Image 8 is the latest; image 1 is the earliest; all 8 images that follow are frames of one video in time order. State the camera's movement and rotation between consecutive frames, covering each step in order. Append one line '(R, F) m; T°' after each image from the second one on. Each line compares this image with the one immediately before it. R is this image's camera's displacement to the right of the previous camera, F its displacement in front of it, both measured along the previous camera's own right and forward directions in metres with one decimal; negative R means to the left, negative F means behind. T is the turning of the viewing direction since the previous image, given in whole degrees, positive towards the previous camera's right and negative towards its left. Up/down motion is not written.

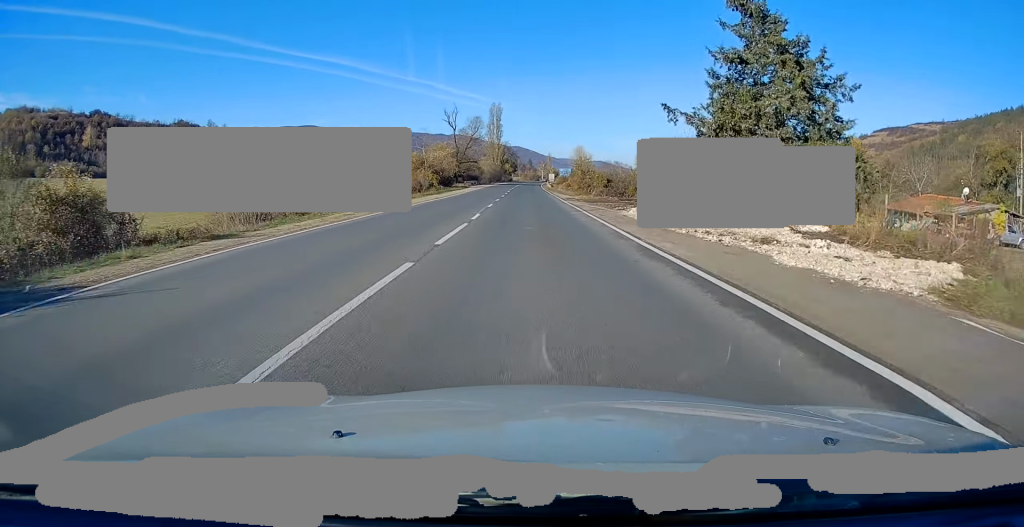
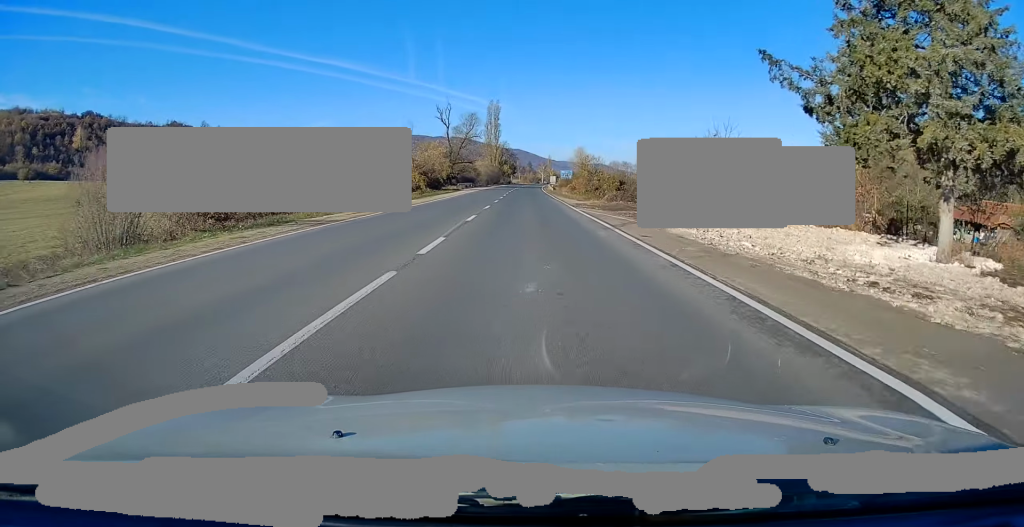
(+0.2, +9.8) m; 0°
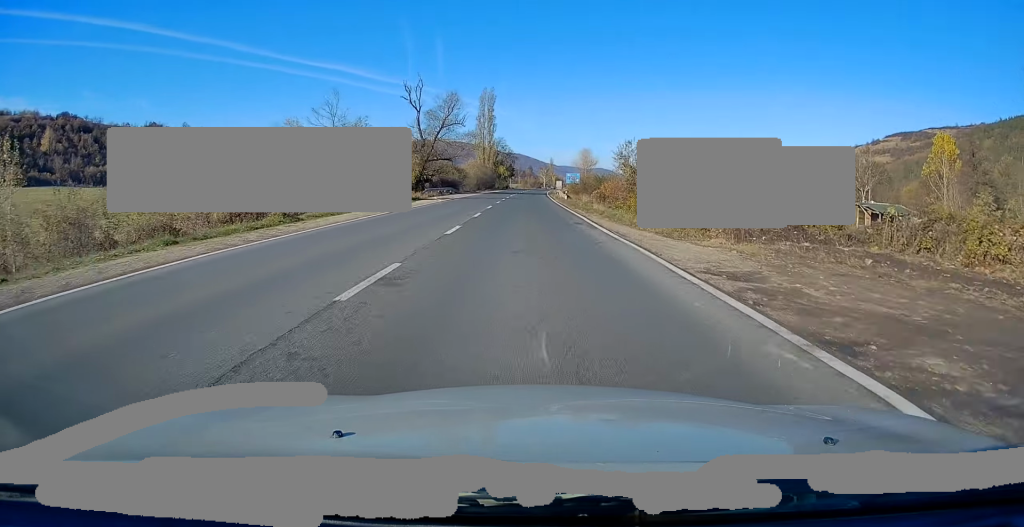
(-0.1, +30.9) m; 0°
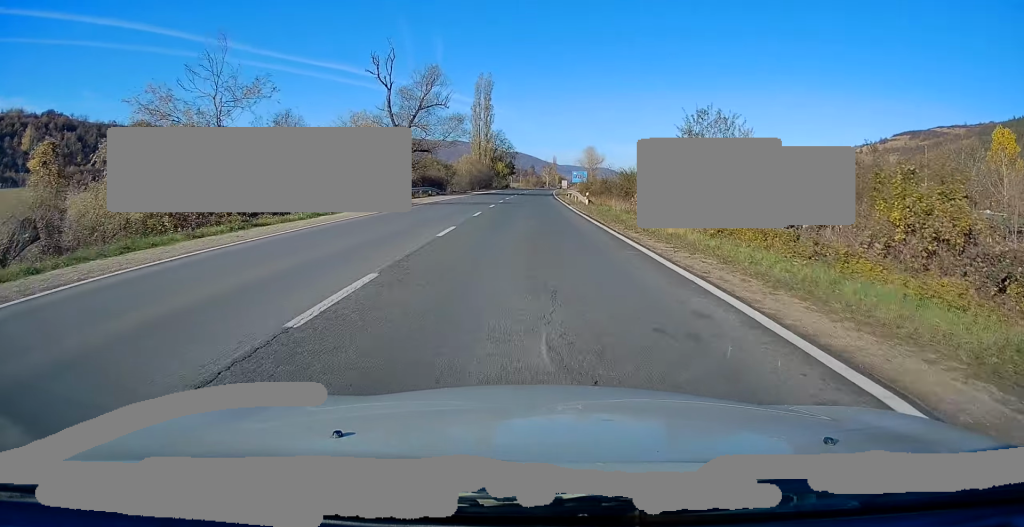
(+0.2, +18.8) m; +1°
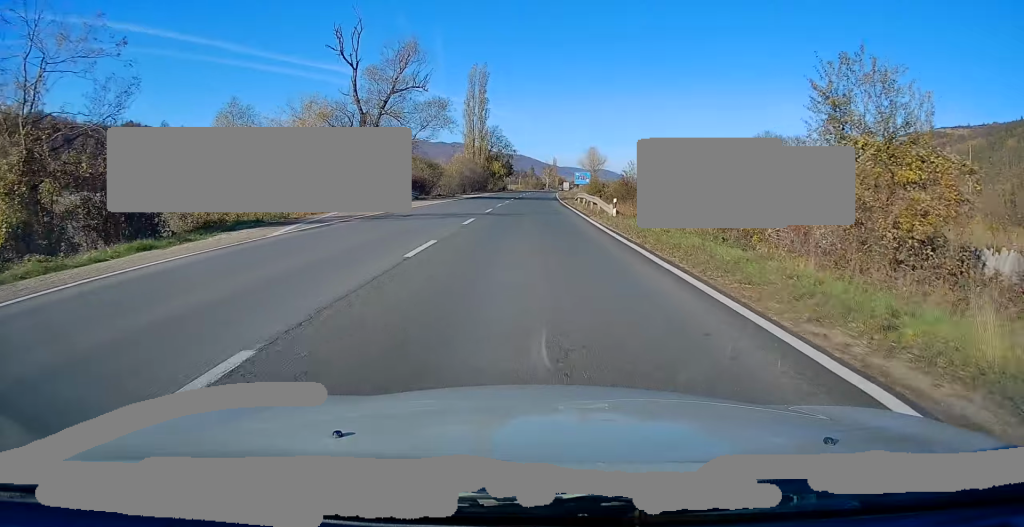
(+0.1, +12.7) m; 0°
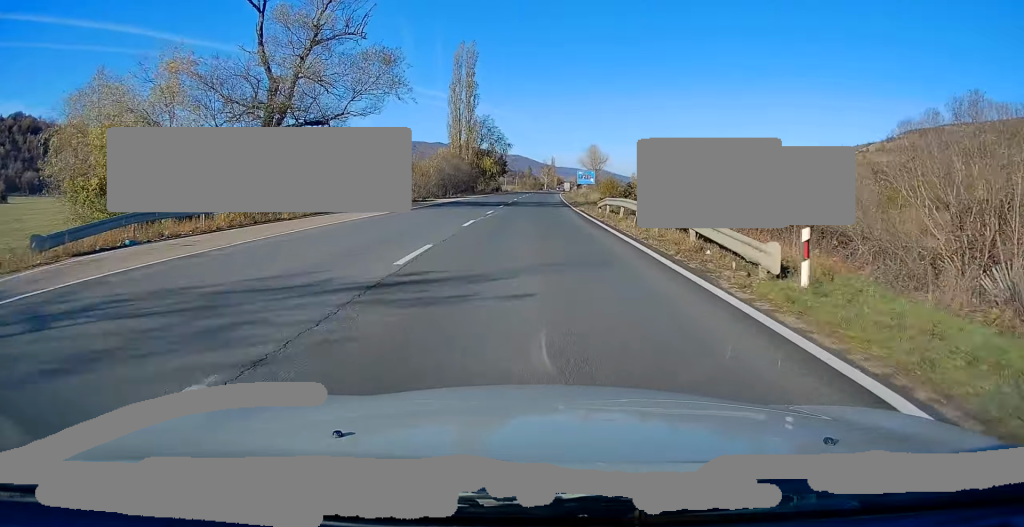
(0.0, +18.7) m; 0°
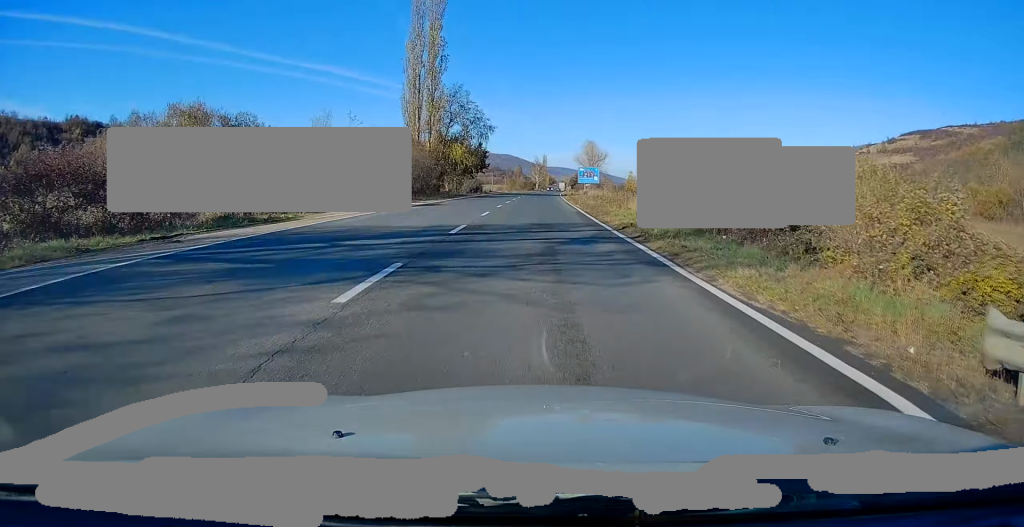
(0.0, +29.7) m; 0°
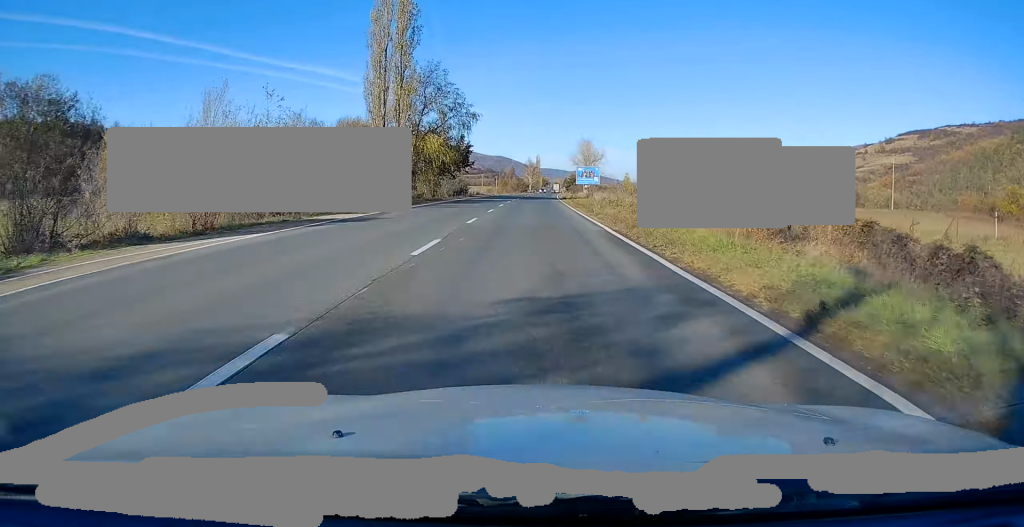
(0.0, +13.4) m; 0°
